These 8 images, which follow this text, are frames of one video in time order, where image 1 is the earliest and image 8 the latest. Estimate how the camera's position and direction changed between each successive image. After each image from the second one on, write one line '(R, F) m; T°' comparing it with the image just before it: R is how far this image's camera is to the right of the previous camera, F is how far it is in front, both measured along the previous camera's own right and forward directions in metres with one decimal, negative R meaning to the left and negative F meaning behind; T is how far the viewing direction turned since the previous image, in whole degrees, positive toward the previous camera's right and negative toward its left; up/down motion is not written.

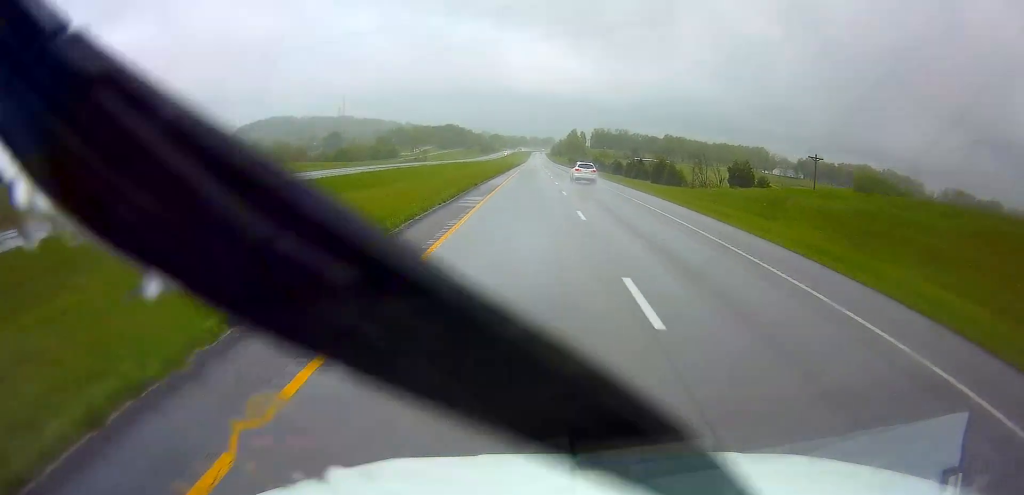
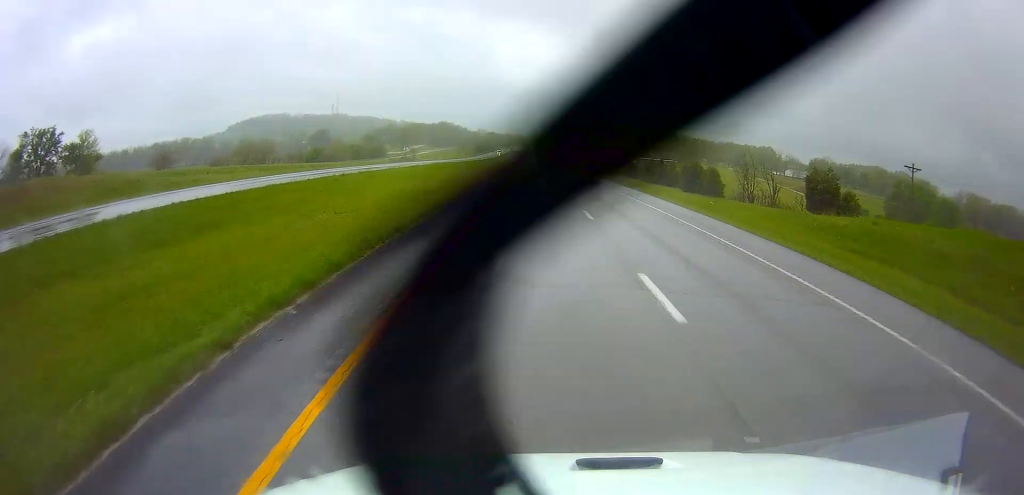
(0.0, +24.2) m; 0°
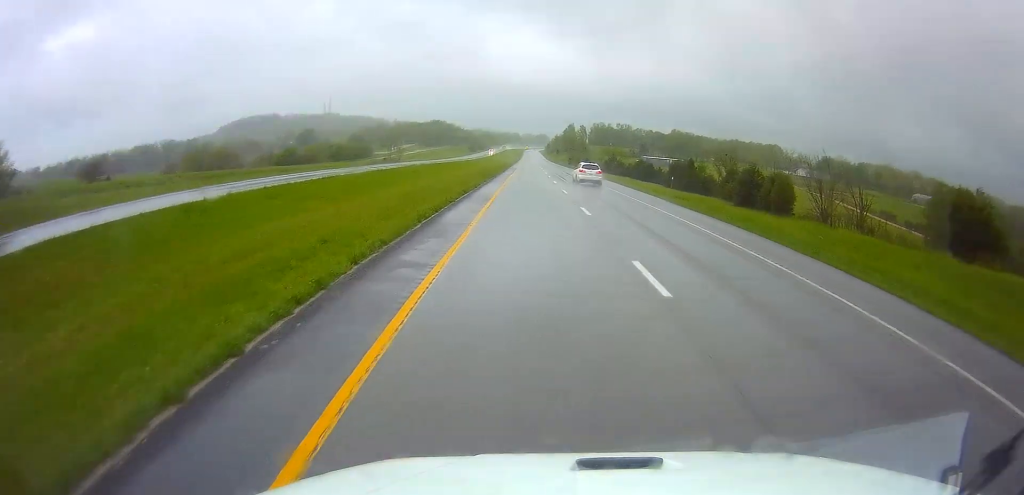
(+0.1, +23.3) m; +1°
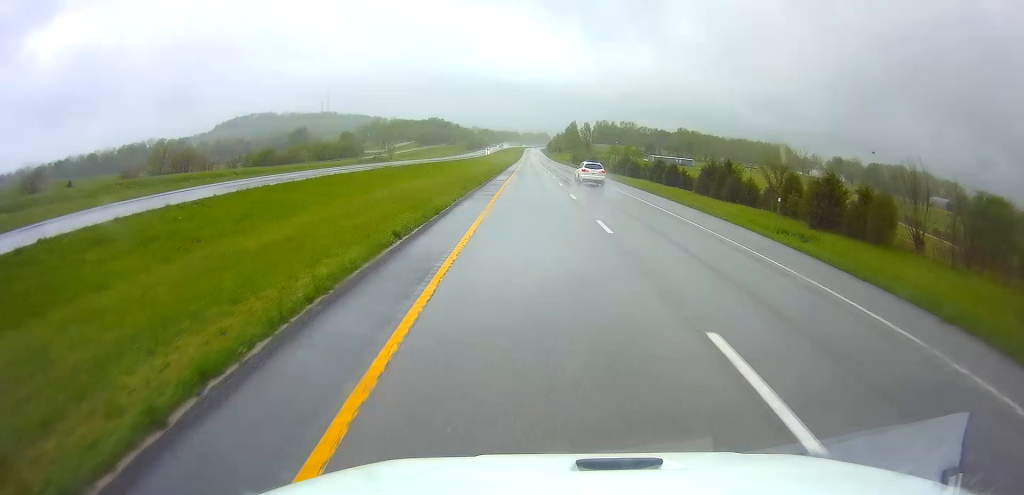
(+0.1, +17.3) m; 0°
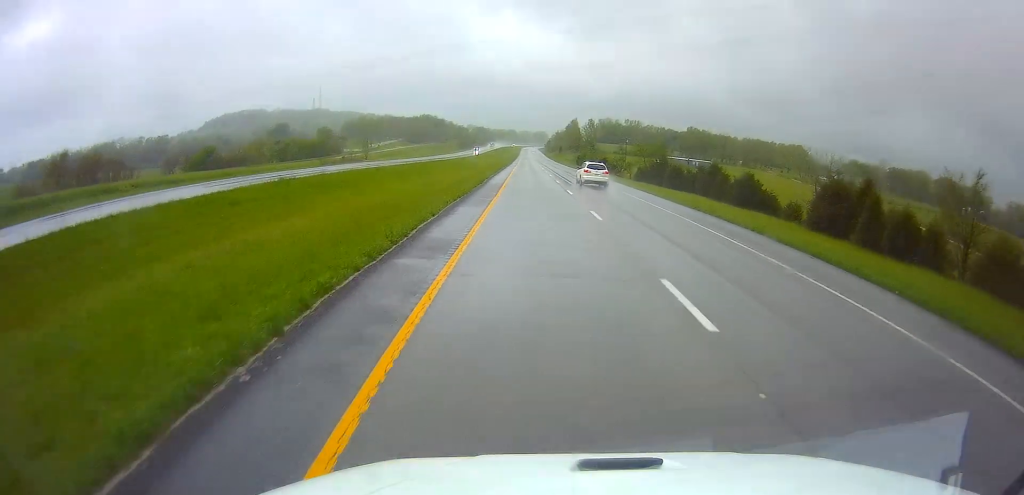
(-0.1, +33.7) m; 0°
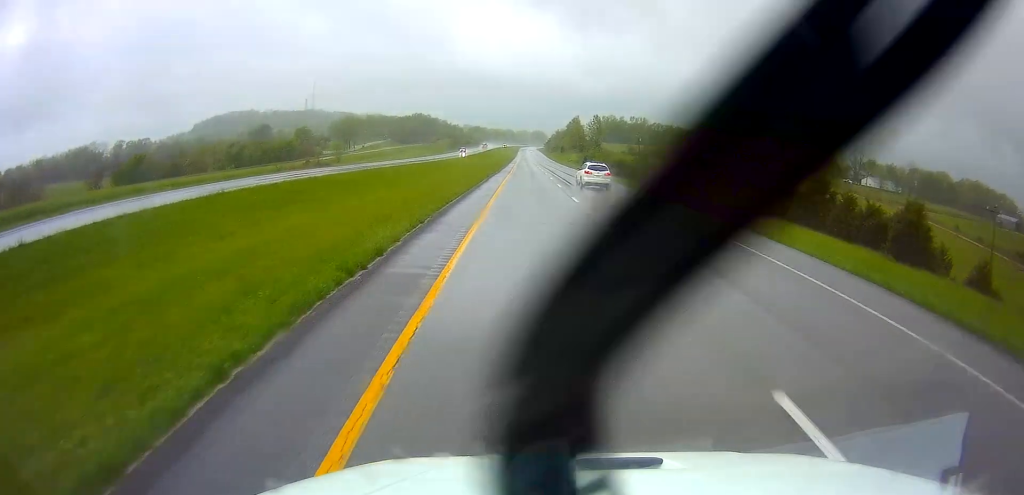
(+0.1, +29.7) m; 0°
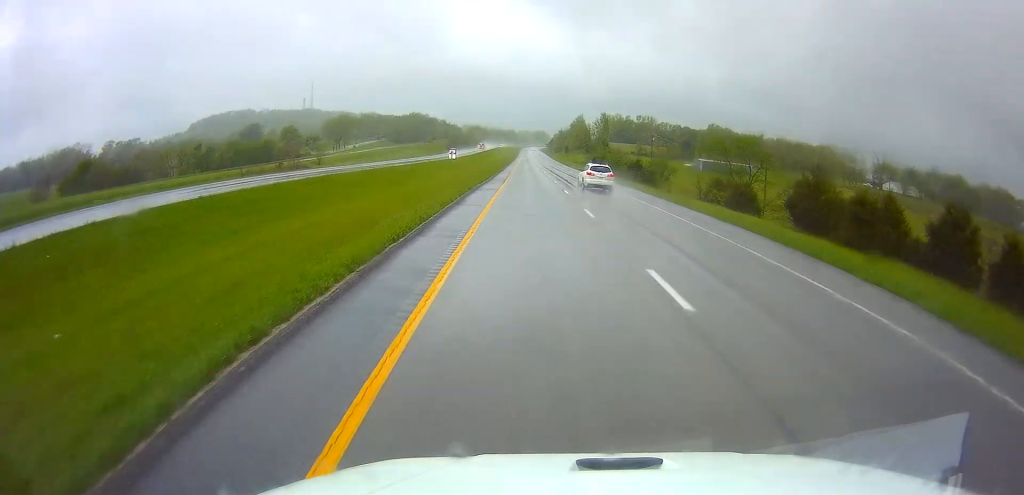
(0.0, +18.5) m; 0°
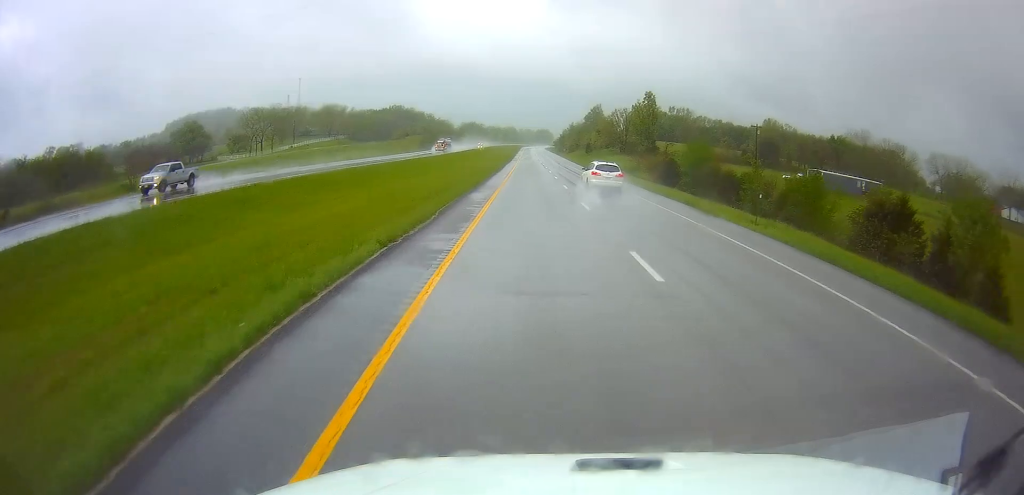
(-0.1, +83.9) m; 0°
